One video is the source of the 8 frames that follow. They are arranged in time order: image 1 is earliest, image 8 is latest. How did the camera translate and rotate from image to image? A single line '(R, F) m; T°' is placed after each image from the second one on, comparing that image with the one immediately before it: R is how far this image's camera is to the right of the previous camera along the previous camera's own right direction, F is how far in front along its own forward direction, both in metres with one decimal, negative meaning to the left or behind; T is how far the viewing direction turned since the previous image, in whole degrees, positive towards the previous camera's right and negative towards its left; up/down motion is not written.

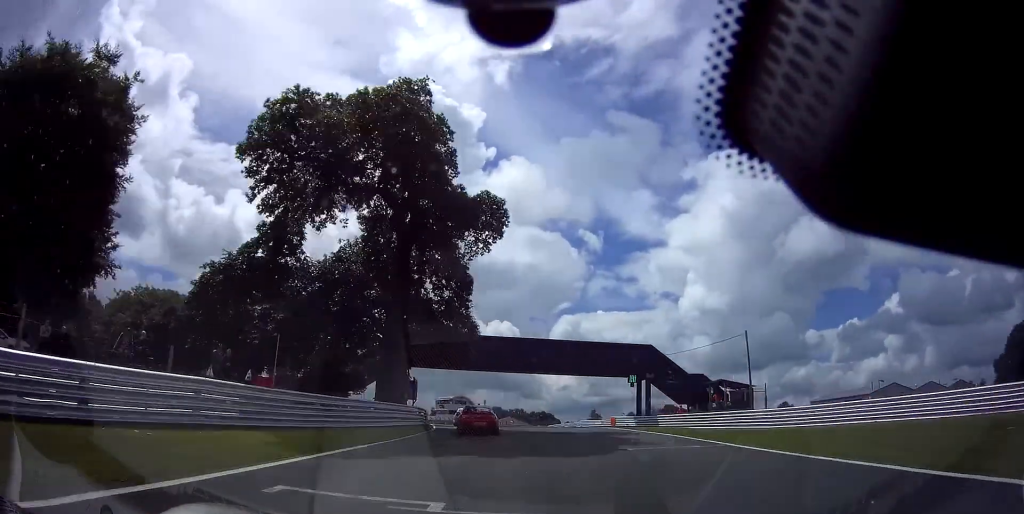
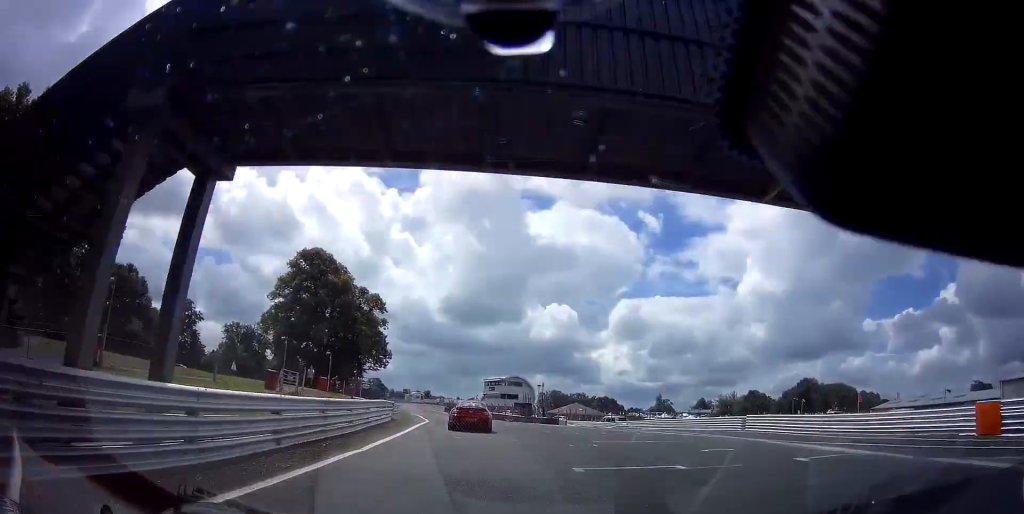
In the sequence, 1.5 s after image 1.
(-1.3, +36.6) m; -5°
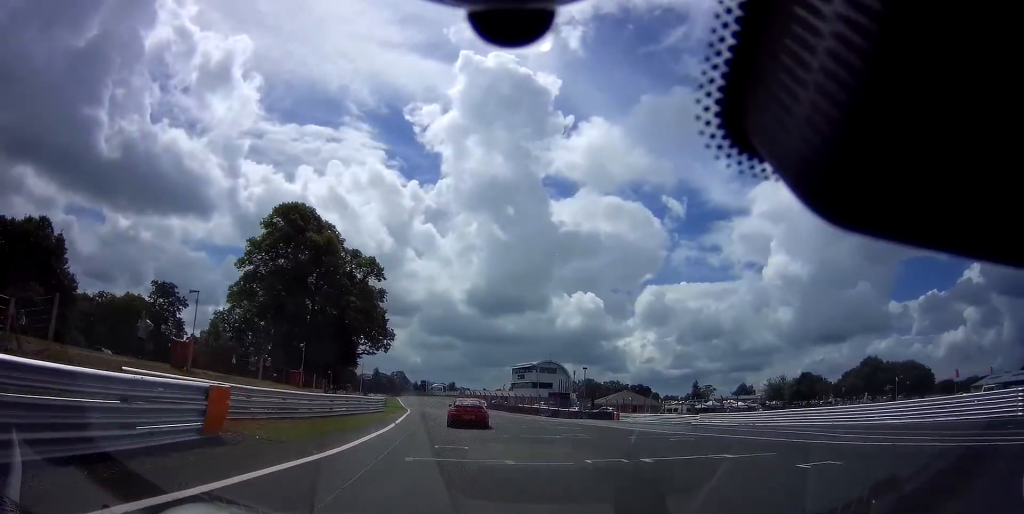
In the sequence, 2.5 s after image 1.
(-0.7, +23.2) m; -4°
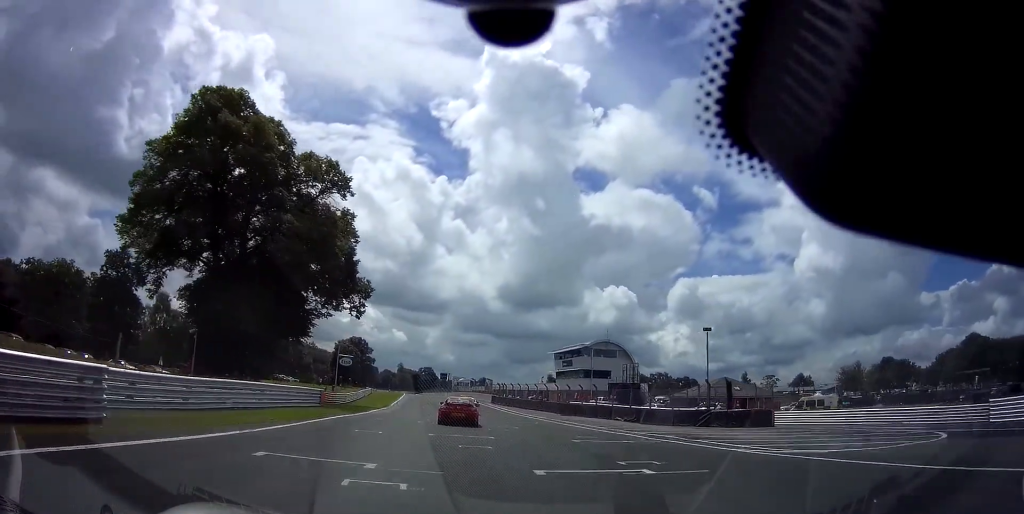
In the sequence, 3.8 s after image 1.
(-1.2, +33.4) m; -4°
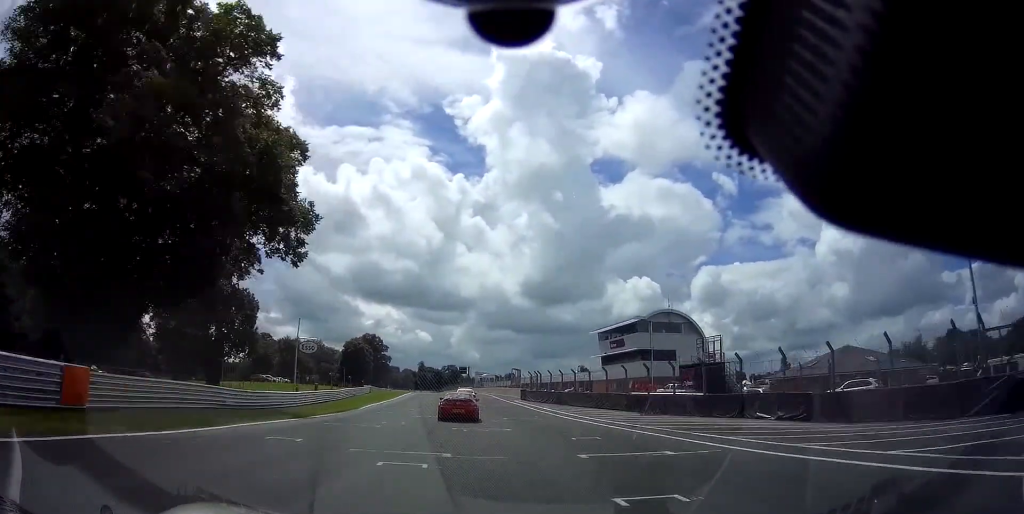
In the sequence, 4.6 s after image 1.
(-0.5, +22.0) m; -3°
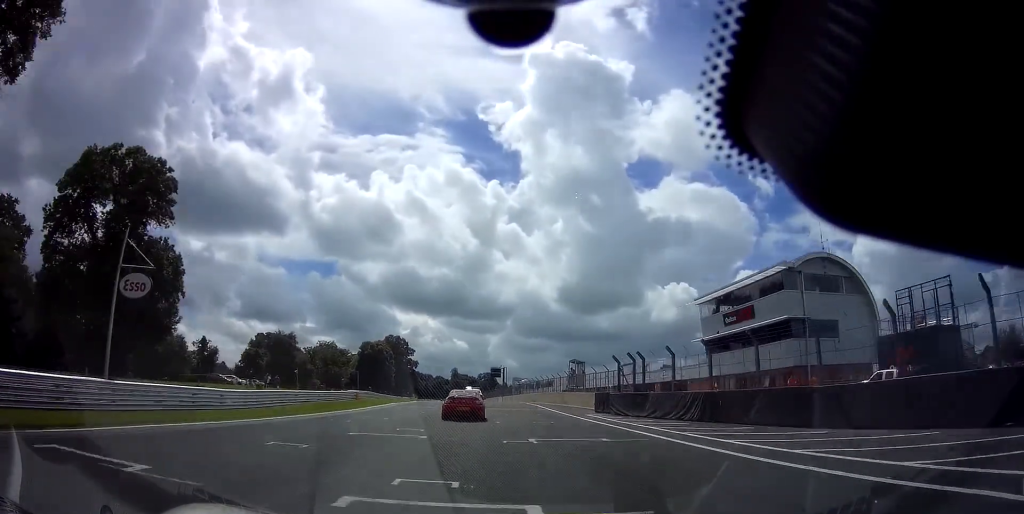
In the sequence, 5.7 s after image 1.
(-1.0, +29.1) m; -4°
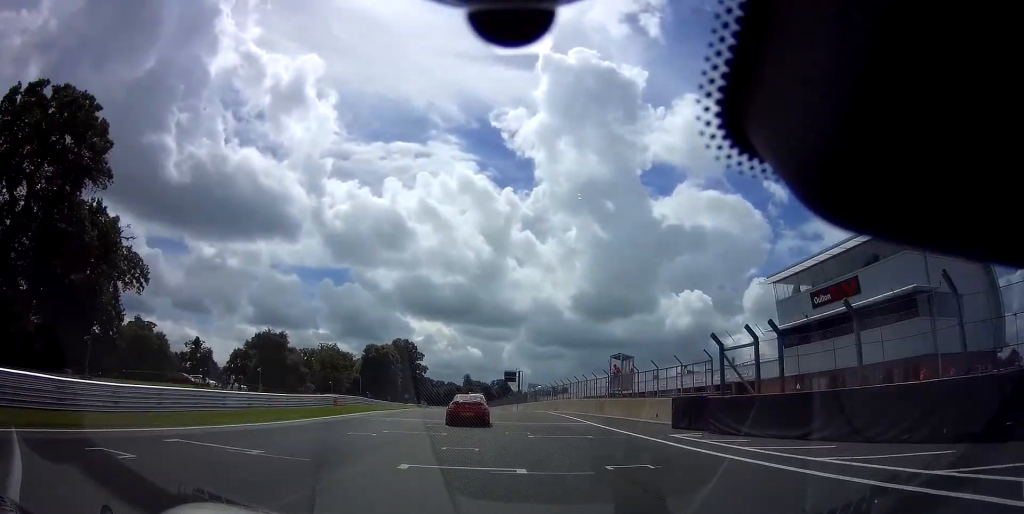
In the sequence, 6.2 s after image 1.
(0.0, +12.8) m; -2°
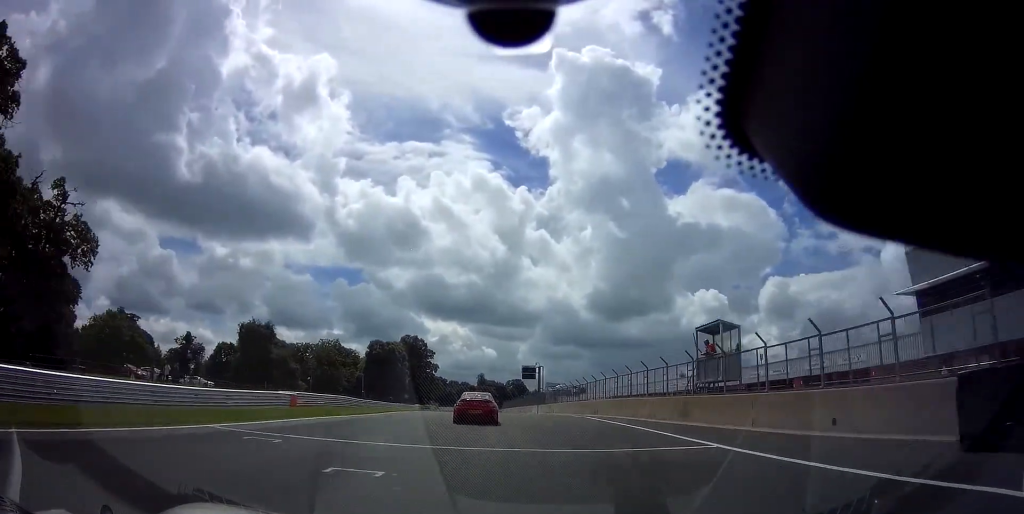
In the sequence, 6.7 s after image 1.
(-0.3, +13.7) m; -1°
